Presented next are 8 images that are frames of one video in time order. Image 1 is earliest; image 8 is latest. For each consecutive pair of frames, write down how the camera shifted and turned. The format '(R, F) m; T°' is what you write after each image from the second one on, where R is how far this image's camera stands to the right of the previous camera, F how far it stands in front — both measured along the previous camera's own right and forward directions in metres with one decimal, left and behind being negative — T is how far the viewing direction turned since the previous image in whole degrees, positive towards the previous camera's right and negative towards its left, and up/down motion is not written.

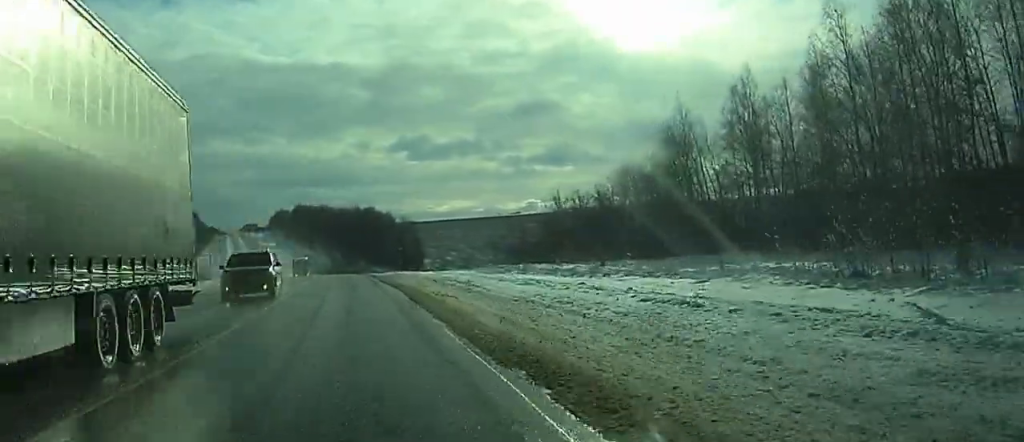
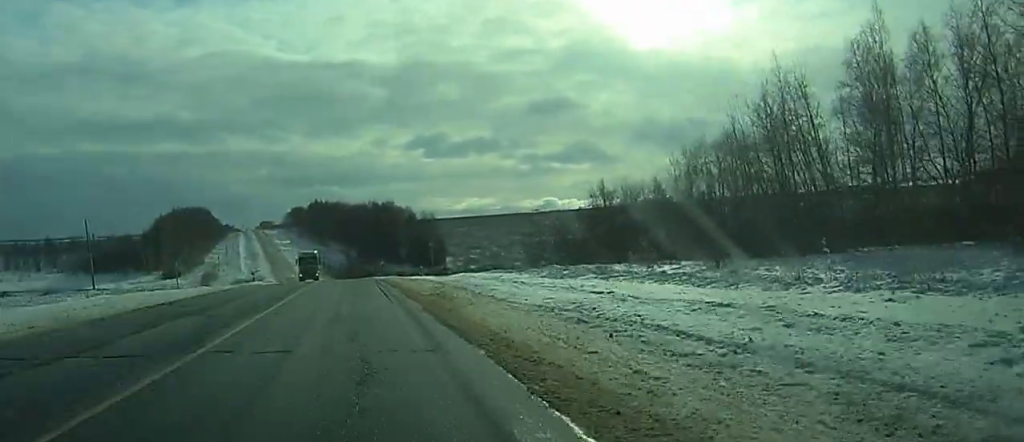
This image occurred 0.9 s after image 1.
(+0.1, +24.1) m; 0°
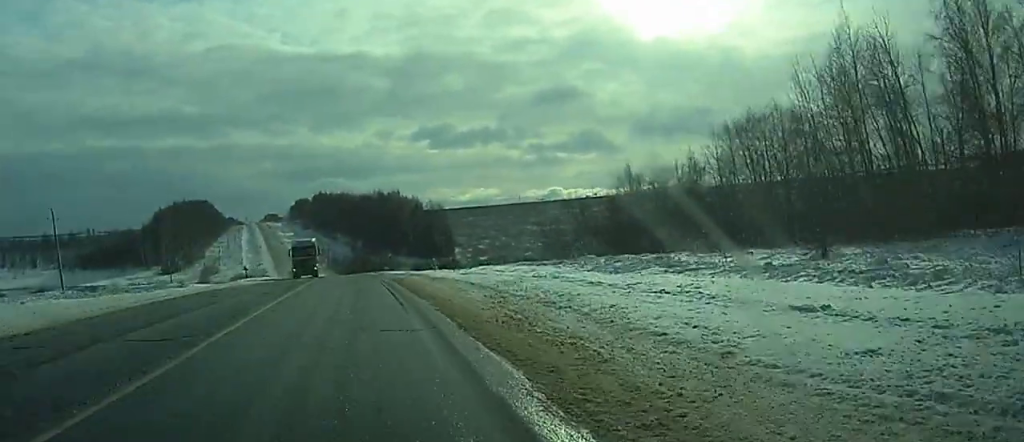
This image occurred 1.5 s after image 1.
(0.0, +13.9) m; 0°
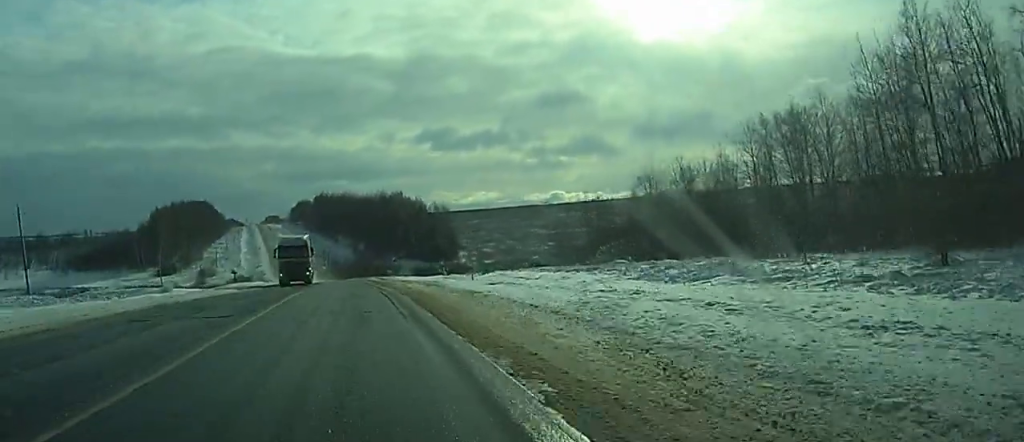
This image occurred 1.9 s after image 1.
(0.0, +10.5) m; 0°
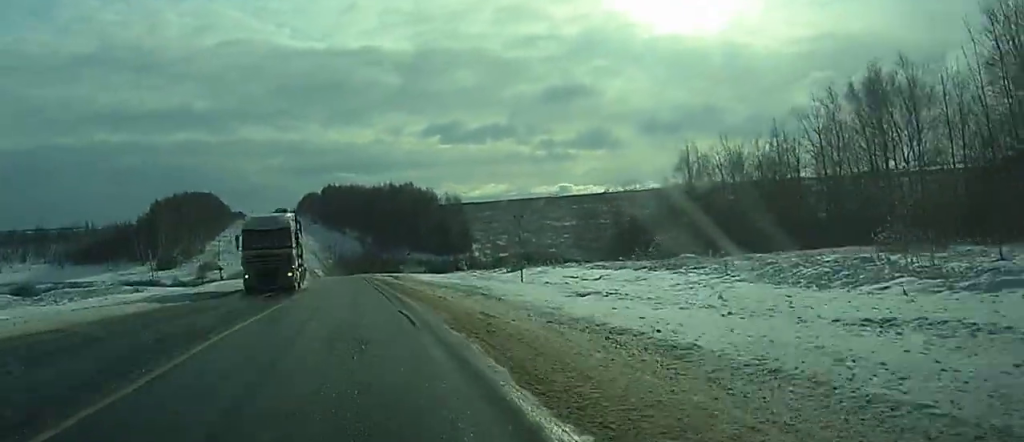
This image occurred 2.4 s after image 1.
(0.0, +14.9) m; 0°
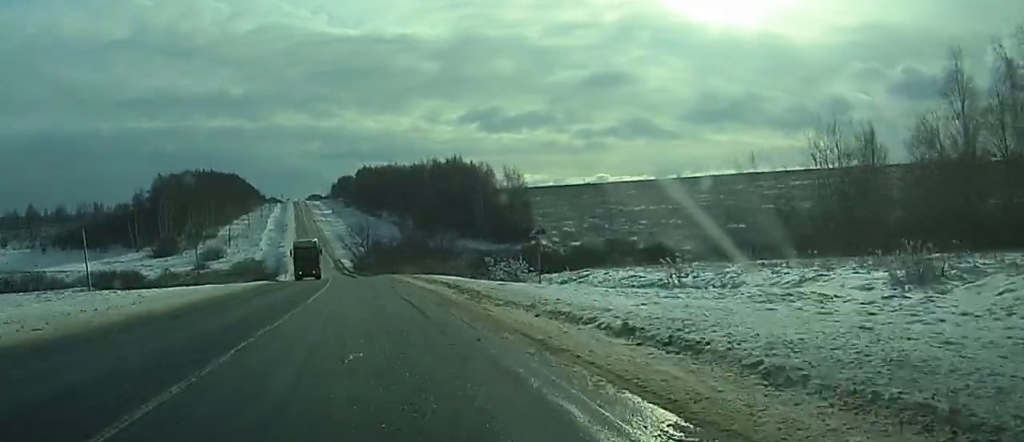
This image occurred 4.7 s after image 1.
(-1.4, +60.9) m; -2°
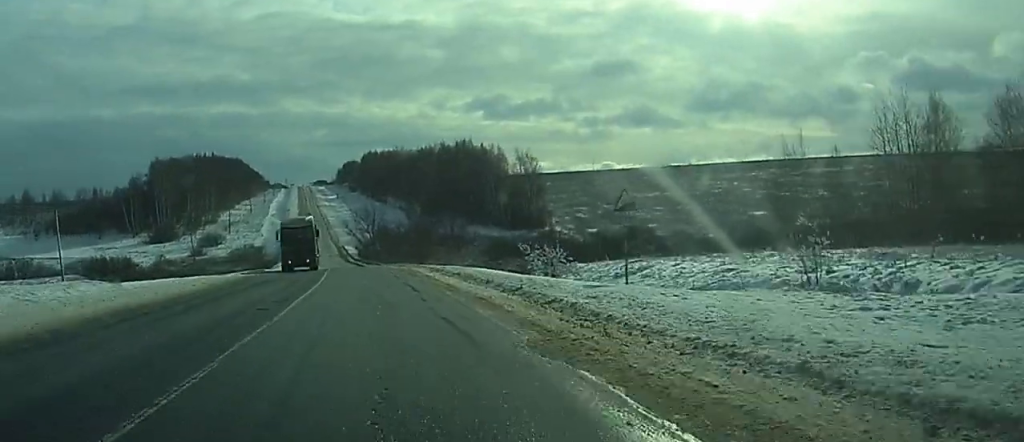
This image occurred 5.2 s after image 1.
(0.0, +12.4) m; 0°
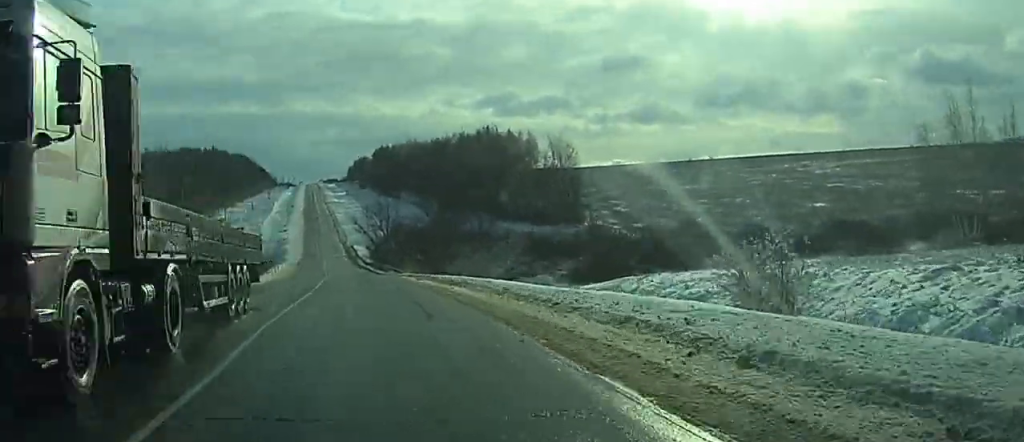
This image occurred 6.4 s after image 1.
(0.0, +31.9) m; -1°
